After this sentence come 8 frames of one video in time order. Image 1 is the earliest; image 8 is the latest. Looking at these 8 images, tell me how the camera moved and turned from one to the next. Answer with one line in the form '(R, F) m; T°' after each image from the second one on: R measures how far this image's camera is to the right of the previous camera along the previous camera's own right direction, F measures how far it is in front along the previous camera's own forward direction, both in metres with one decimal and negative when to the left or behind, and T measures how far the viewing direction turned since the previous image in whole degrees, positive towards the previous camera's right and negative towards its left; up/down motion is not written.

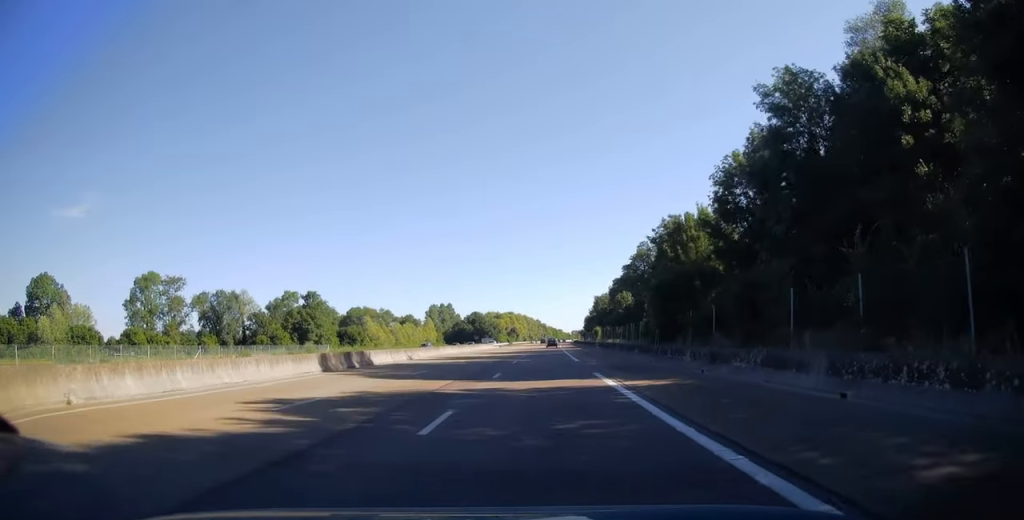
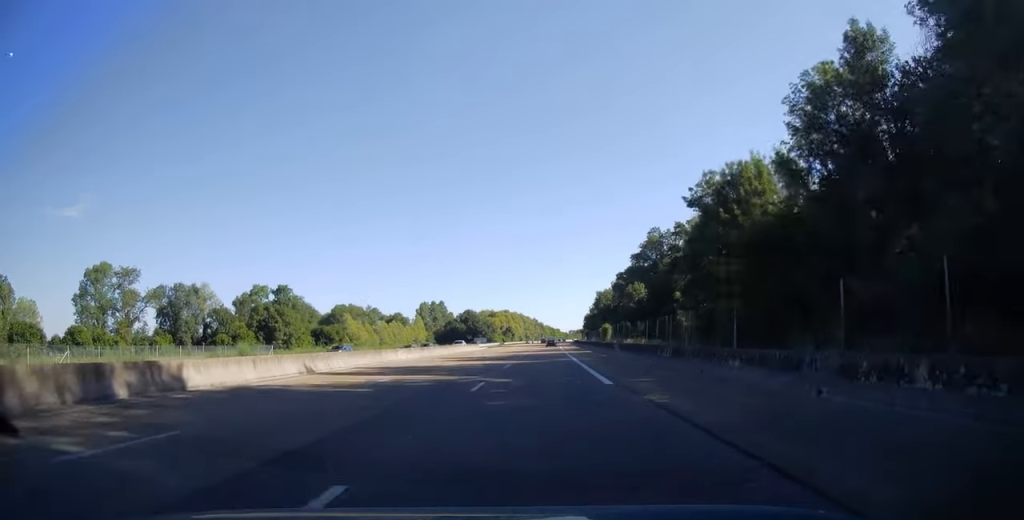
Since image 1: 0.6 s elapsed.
(0.0, +19.3) m; 0°
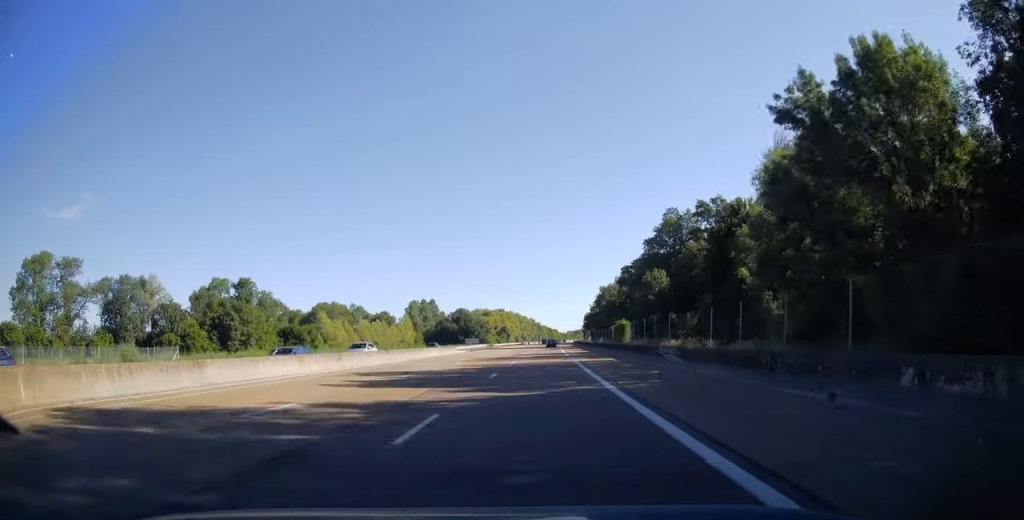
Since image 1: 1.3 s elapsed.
(0.0, +20.8) m; 0°
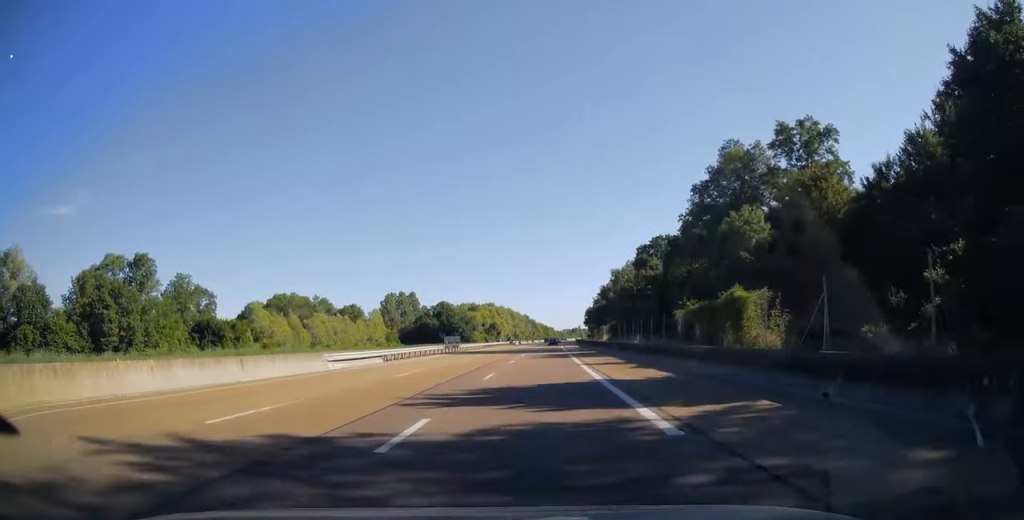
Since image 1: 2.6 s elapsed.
(+0.3, +39.9) m; +1°
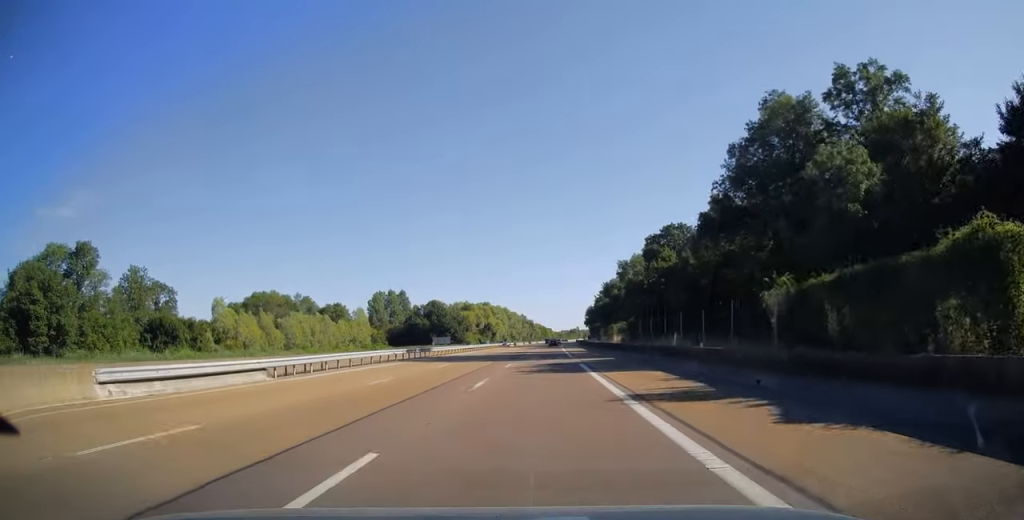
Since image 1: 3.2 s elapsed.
(0.0, +16.1) m; 0°
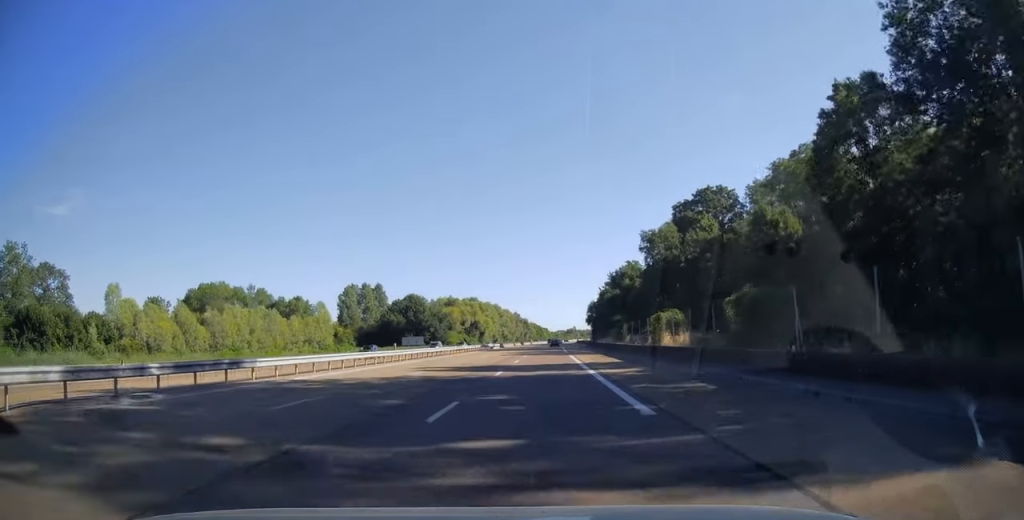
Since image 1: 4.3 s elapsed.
(0.0, +33.2) m; 0°
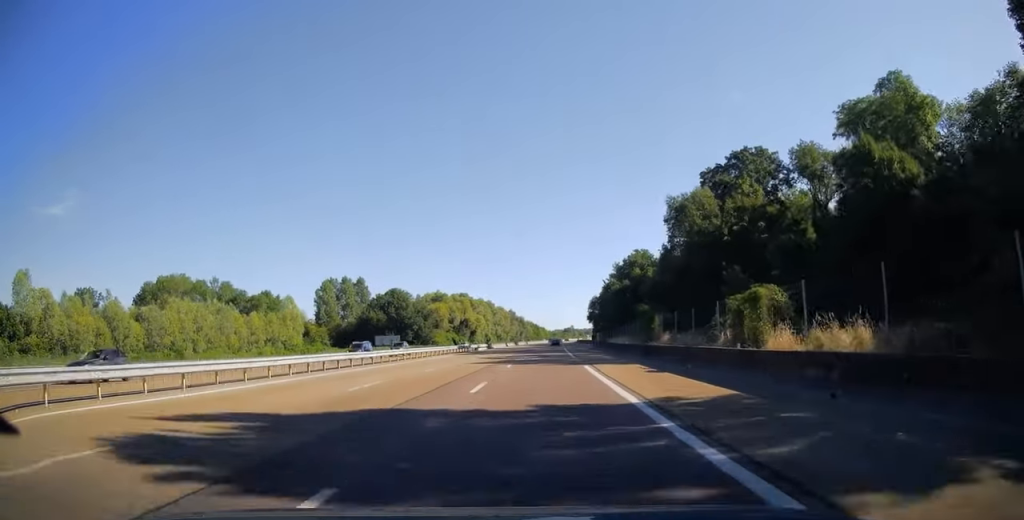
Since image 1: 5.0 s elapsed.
(0.0, +20.6) m; 0°
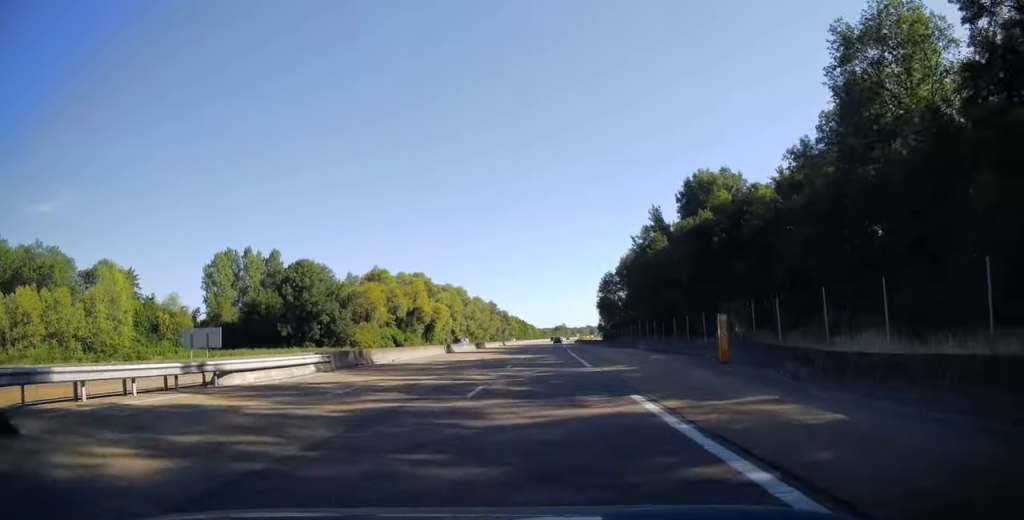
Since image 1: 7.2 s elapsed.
(+0.7, +66.4) m; +1°
